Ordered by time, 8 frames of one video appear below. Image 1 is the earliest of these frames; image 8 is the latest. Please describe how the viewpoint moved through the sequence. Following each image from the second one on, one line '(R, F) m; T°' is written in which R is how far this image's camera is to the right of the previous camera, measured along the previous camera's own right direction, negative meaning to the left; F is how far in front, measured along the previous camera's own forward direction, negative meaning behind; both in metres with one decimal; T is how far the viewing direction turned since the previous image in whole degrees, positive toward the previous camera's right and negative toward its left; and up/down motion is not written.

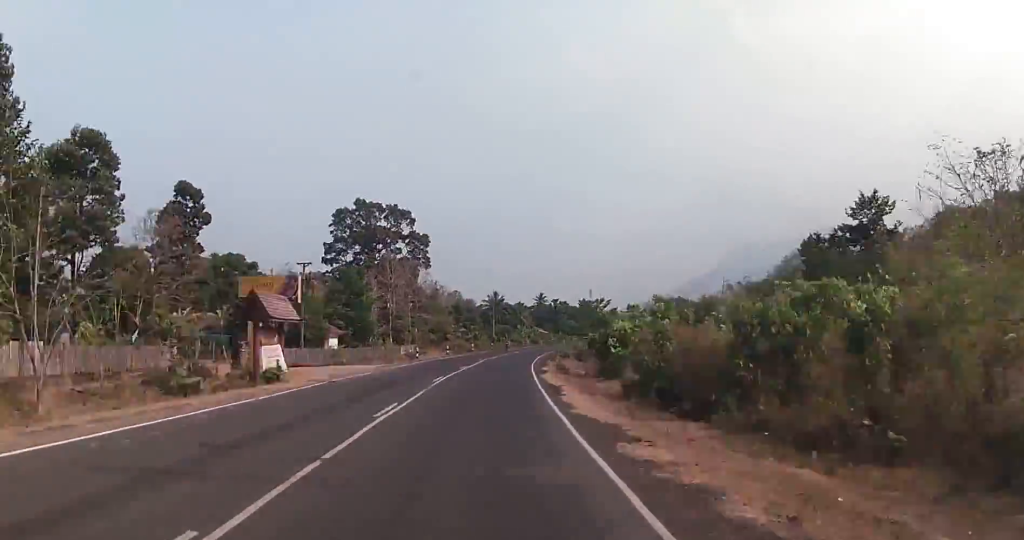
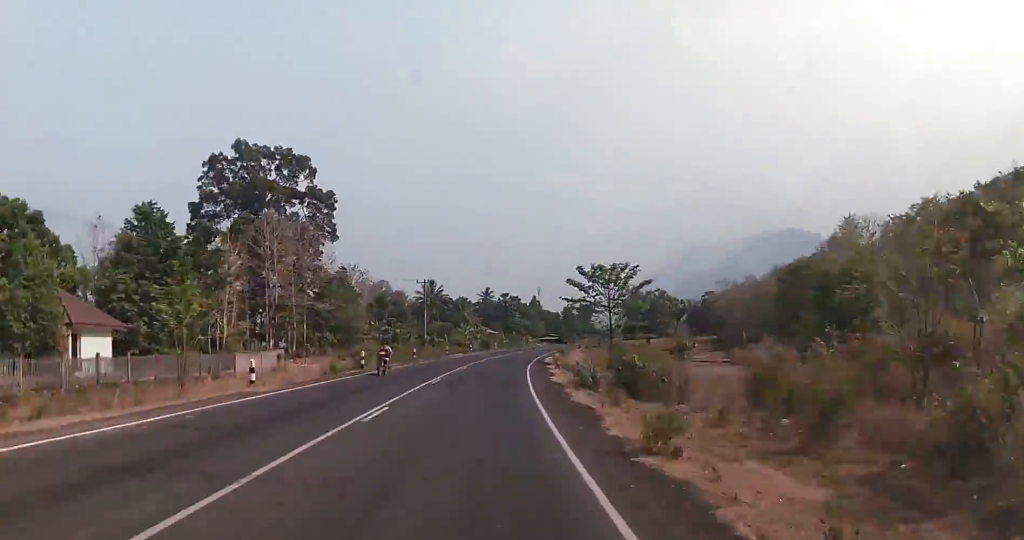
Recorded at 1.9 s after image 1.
(+3.5, +47.3) m; +5°
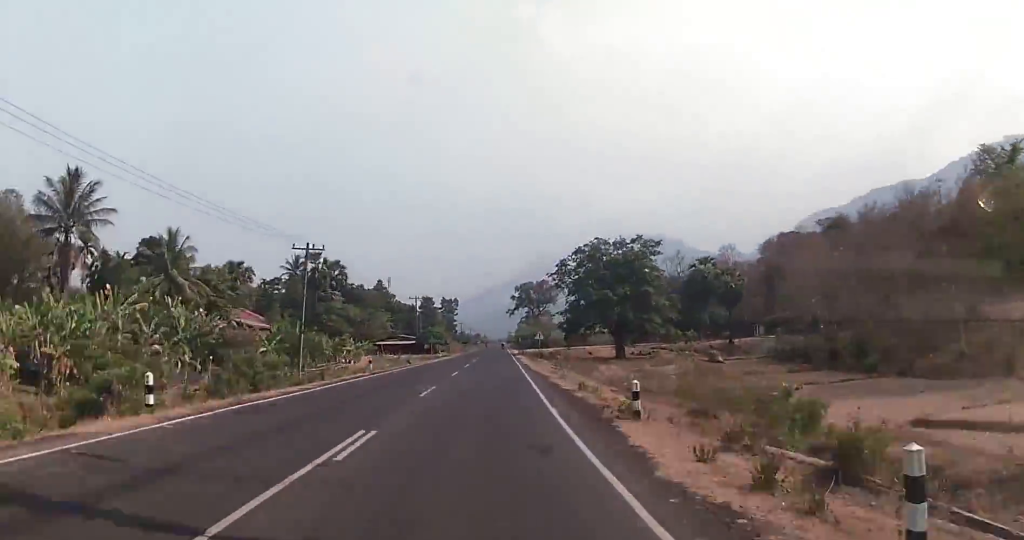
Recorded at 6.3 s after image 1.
(+10.3, +109.7) m; +8°
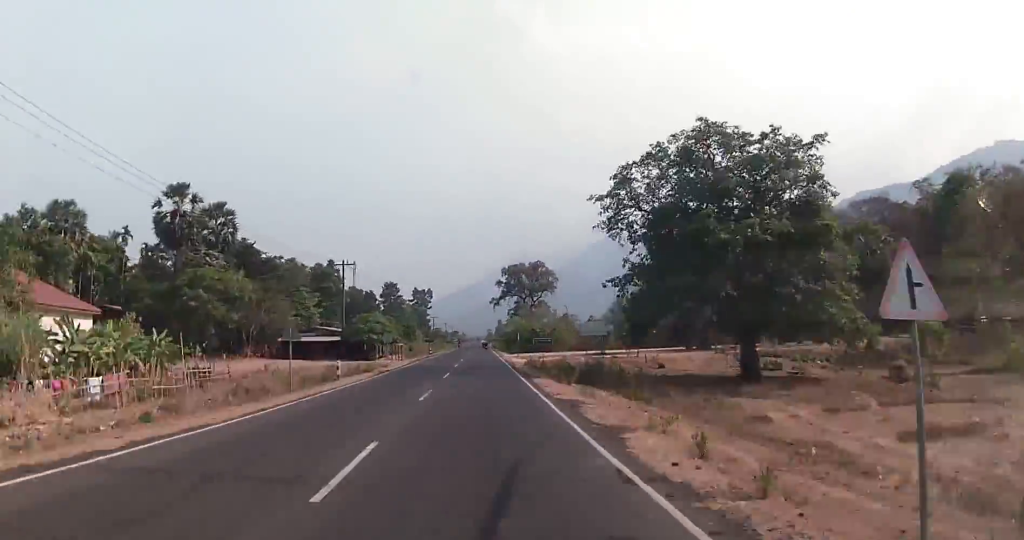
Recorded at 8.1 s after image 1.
(+1.2, +45.8) m; +2°
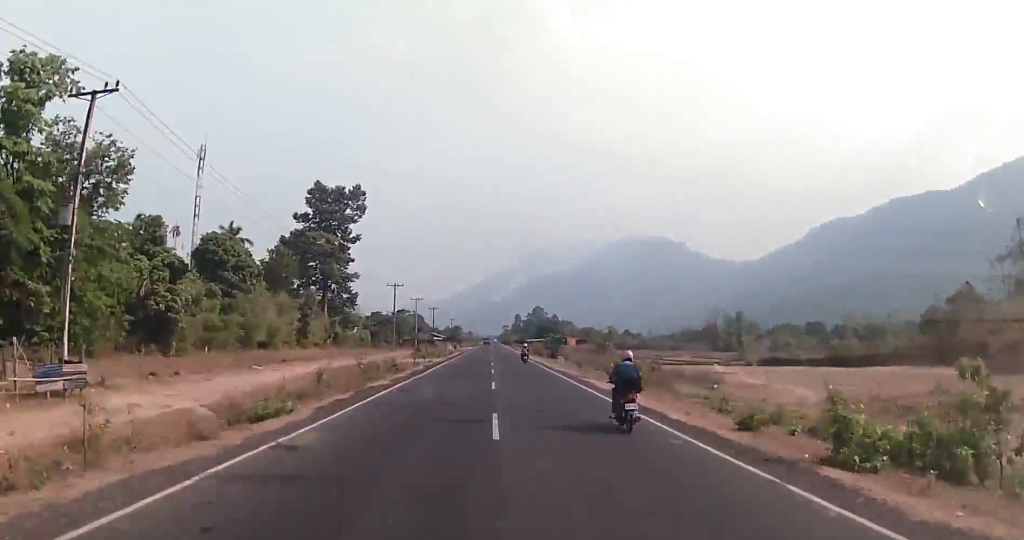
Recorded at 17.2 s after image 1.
(+4.7, +201.5) m; +2°
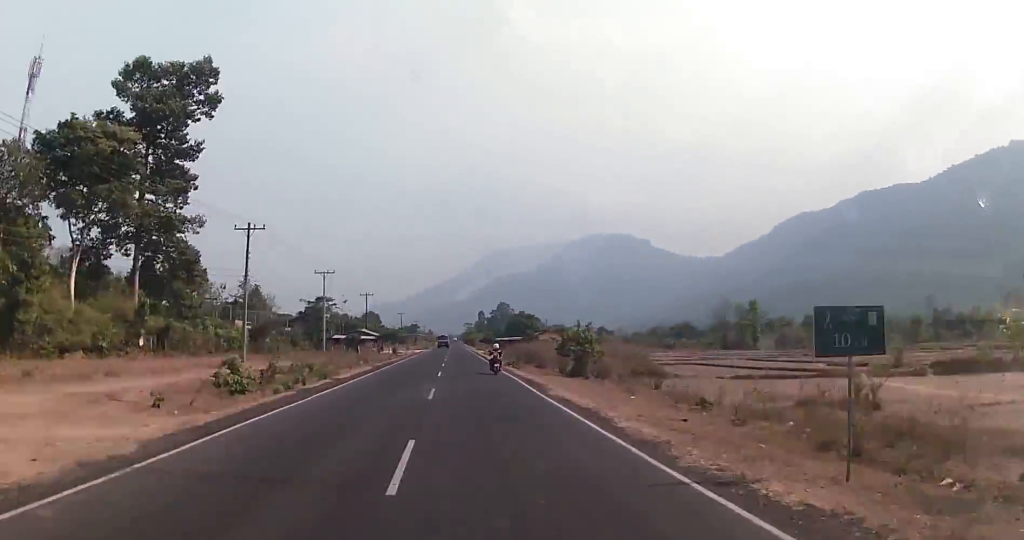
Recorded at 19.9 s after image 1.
(-0.2, +53.0) m; 0°
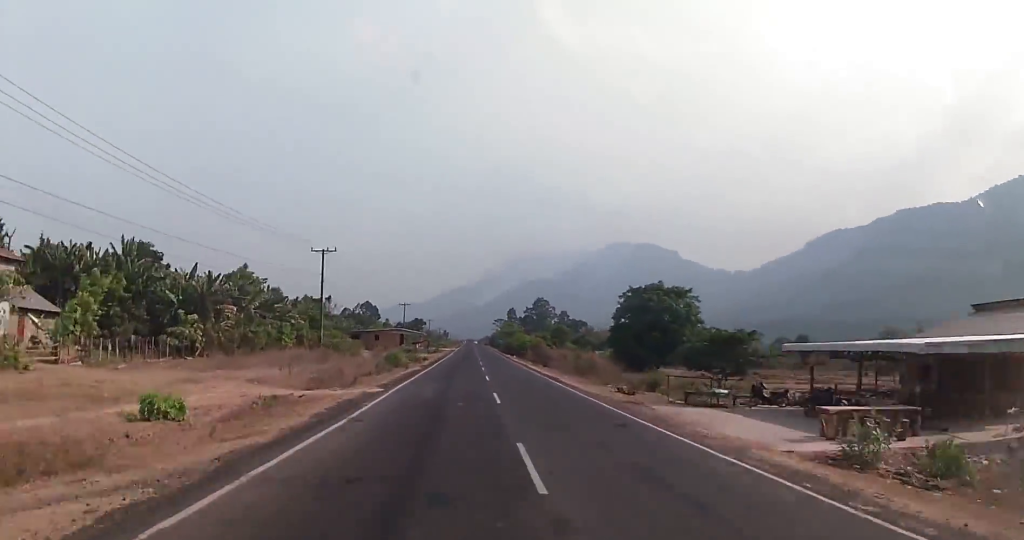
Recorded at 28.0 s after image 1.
(-1.0, +154.2) m; 0°
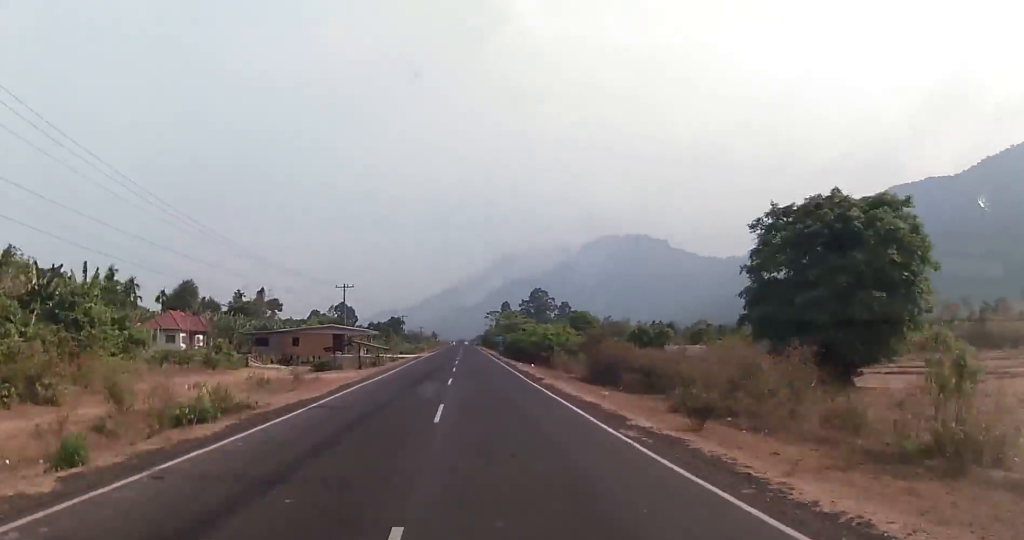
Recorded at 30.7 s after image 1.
(+1.3, +53.3) m; 0°
